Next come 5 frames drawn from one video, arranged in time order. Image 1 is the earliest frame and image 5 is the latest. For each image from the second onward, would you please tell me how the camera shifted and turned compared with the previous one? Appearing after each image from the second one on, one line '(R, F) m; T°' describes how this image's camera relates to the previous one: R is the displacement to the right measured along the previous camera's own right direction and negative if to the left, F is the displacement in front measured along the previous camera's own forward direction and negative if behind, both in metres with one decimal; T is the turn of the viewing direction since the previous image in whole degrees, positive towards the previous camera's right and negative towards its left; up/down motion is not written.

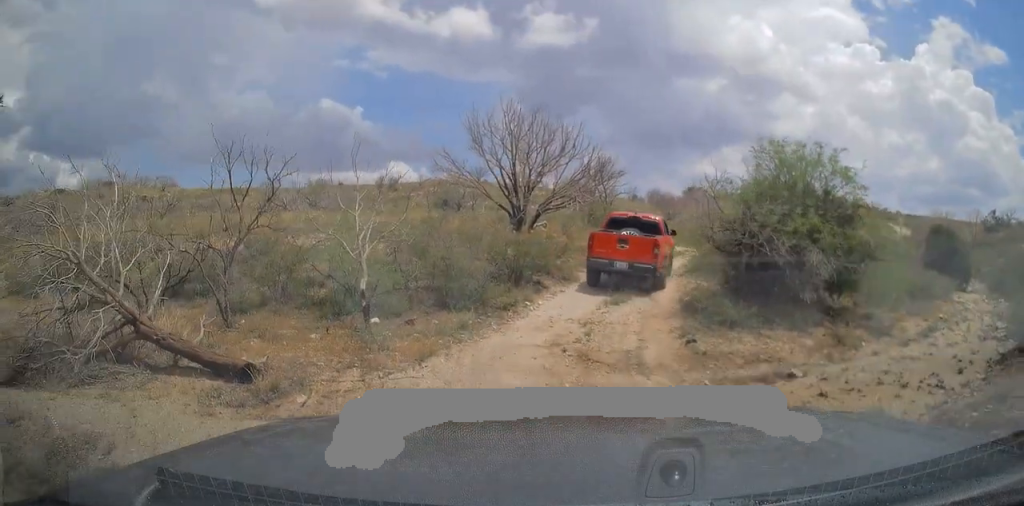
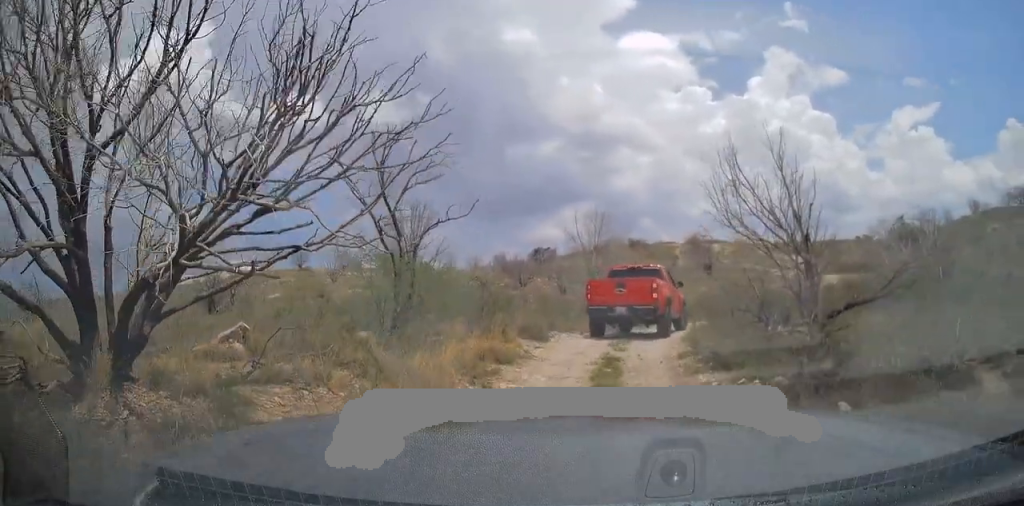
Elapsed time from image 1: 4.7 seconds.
(+4.8, +17.5) m; +23°
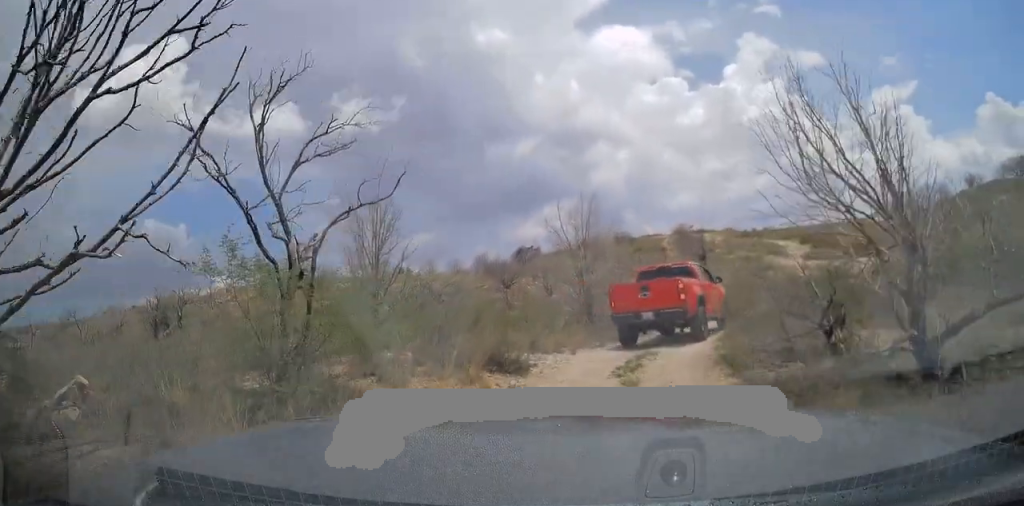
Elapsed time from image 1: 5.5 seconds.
(+0.3, +3.3) m; +3°
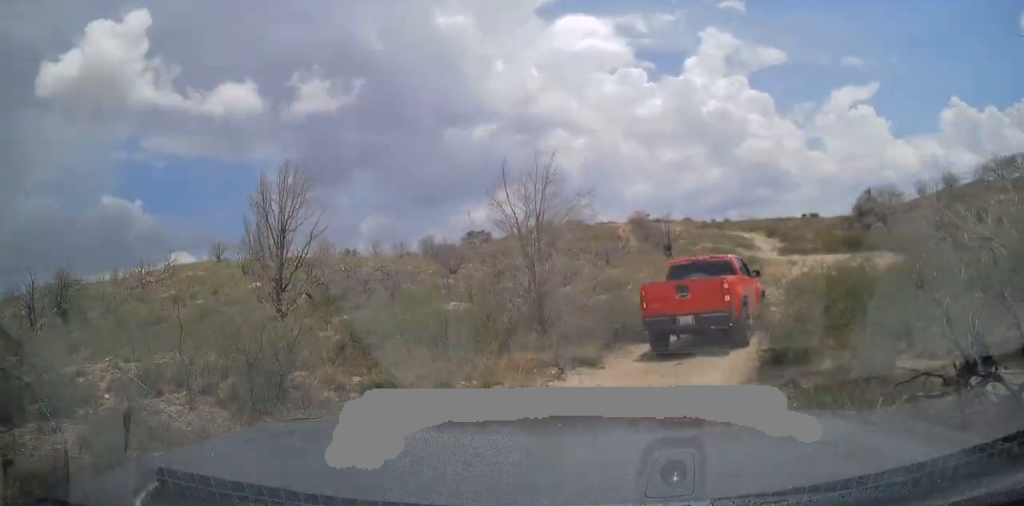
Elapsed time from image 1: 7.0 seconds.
(+0.2, +4.9) m; +10°
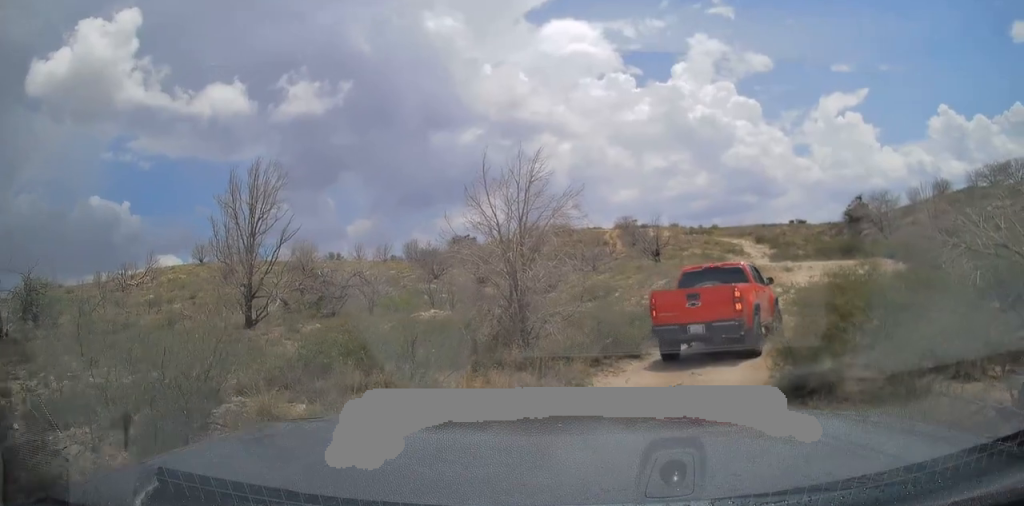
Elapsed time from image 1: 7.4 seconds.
(+0.1, +1.3) m; +3°
